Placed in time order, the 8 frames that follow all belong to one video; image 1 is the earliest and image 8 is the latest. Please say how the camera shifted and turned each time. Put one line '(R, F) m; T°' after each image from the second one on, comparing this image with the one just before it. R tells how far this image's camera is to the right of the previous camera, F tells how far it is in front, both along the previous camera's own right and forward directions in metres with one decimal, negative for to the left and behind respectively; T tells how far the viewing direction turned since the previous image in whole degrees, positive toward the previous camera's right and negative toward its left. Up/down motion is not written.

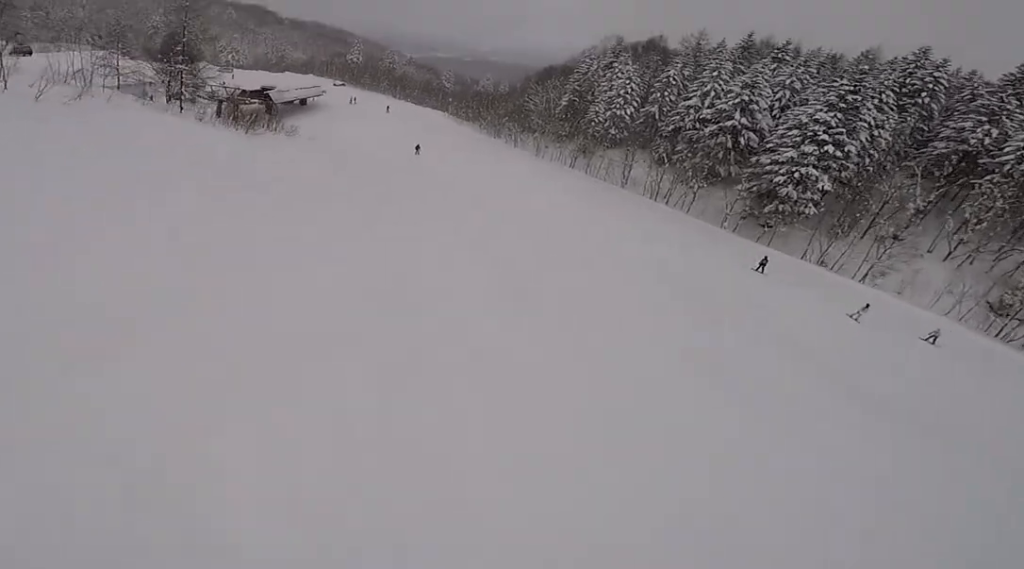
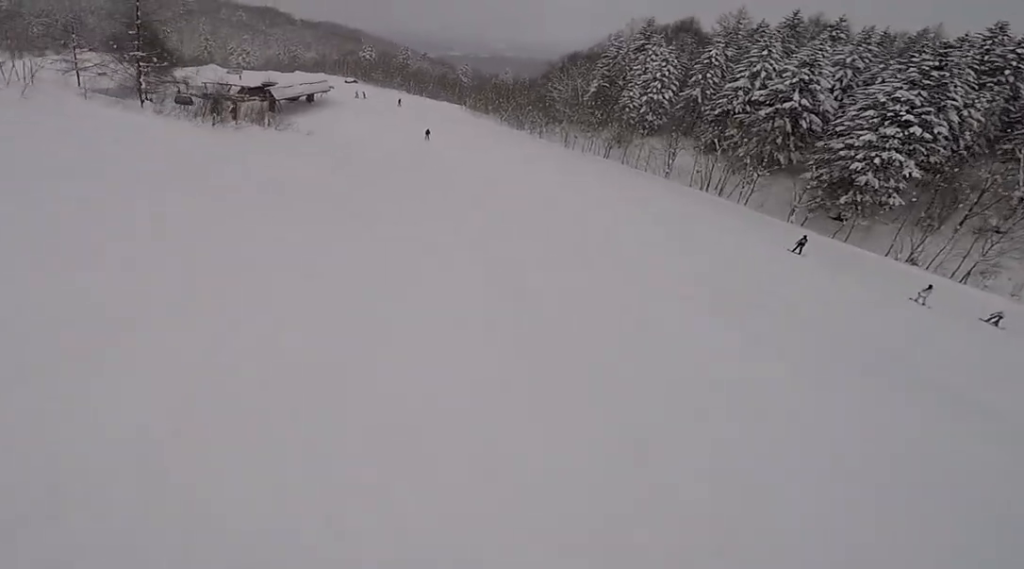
(0.0, +7.3) m; -2°
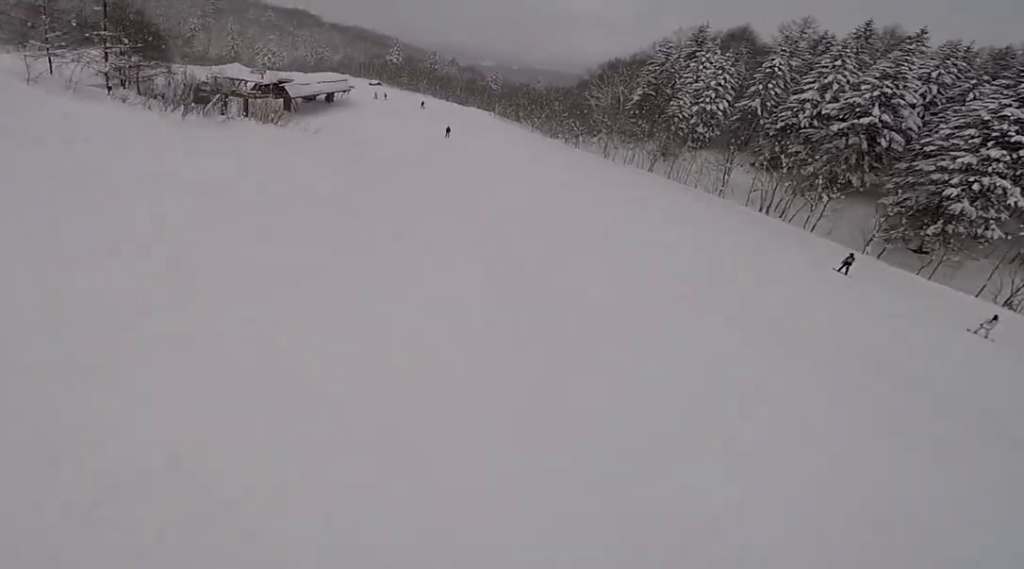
(+0.1, +5.9) m; -3°
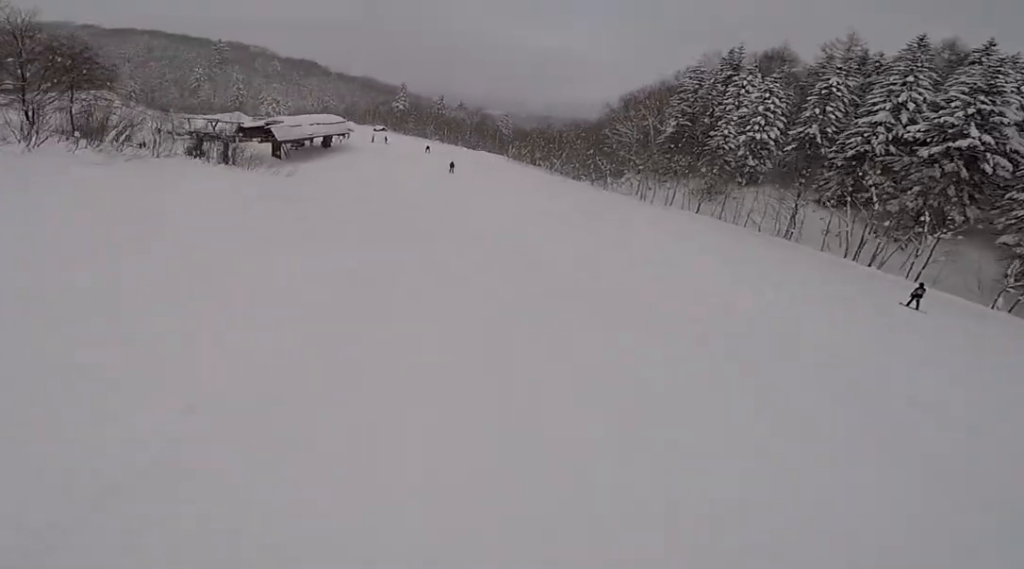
(-0.5, +9.3) m; -3°
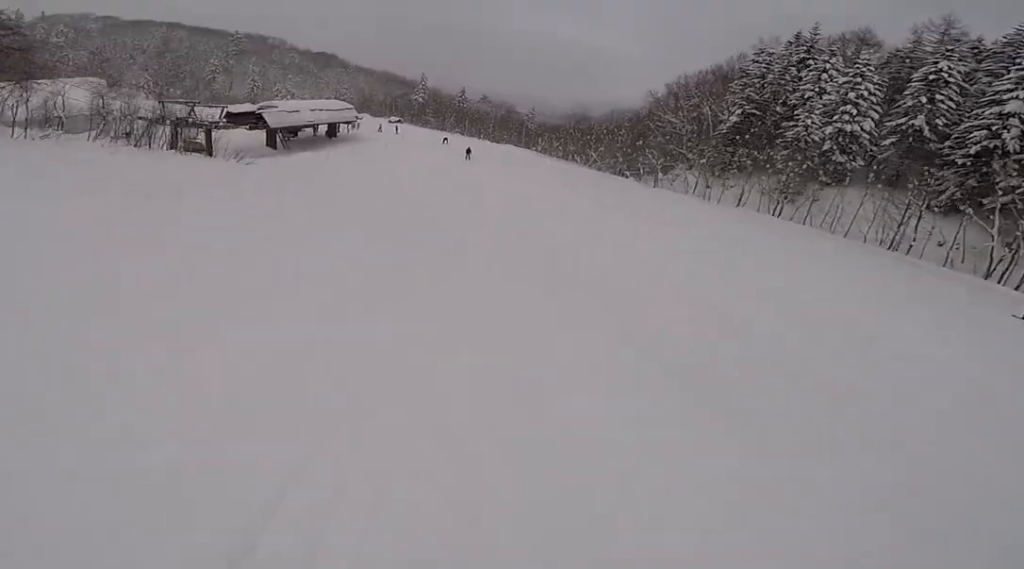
(-0.2, +8.9) m; -1°
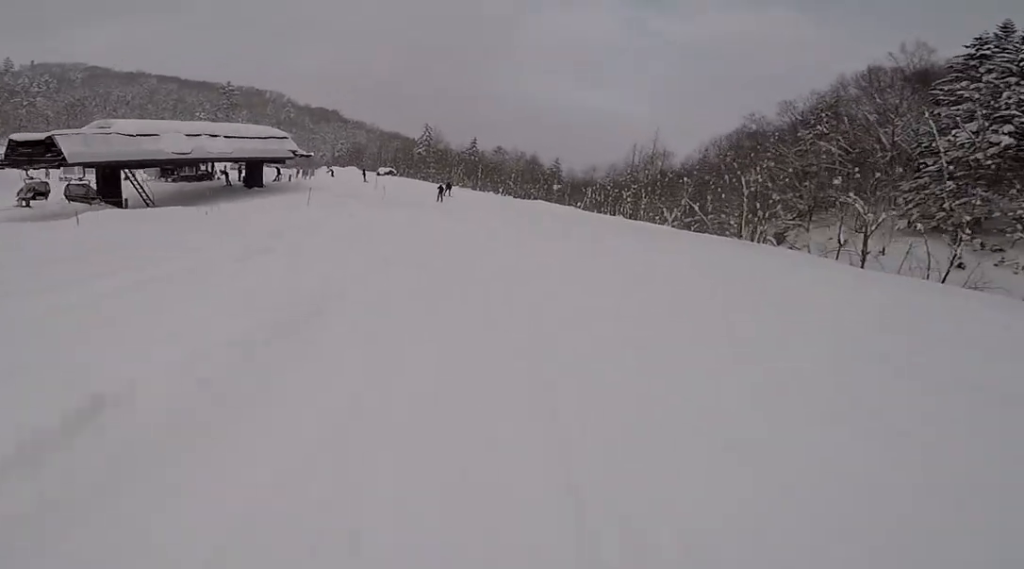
(0.0, +27.1) m; -6°
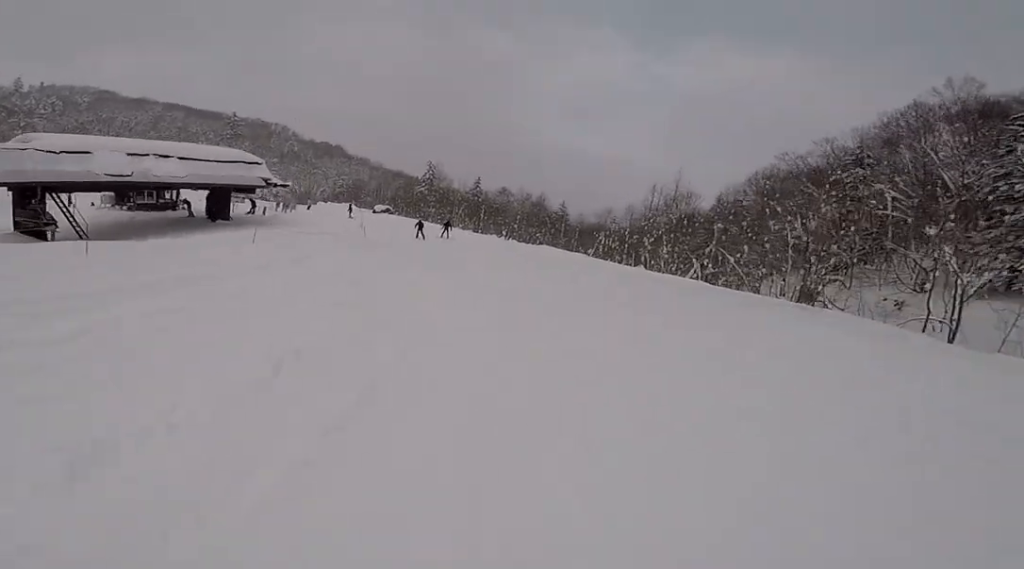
(+0.2, +5.6) m; -4°
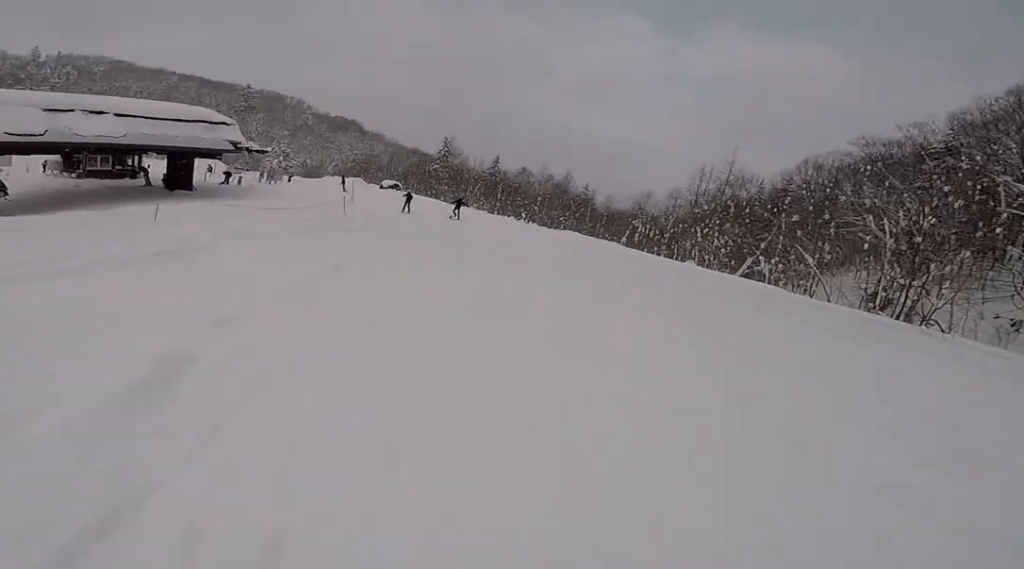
(-0.8, +5.9) m; -3°
